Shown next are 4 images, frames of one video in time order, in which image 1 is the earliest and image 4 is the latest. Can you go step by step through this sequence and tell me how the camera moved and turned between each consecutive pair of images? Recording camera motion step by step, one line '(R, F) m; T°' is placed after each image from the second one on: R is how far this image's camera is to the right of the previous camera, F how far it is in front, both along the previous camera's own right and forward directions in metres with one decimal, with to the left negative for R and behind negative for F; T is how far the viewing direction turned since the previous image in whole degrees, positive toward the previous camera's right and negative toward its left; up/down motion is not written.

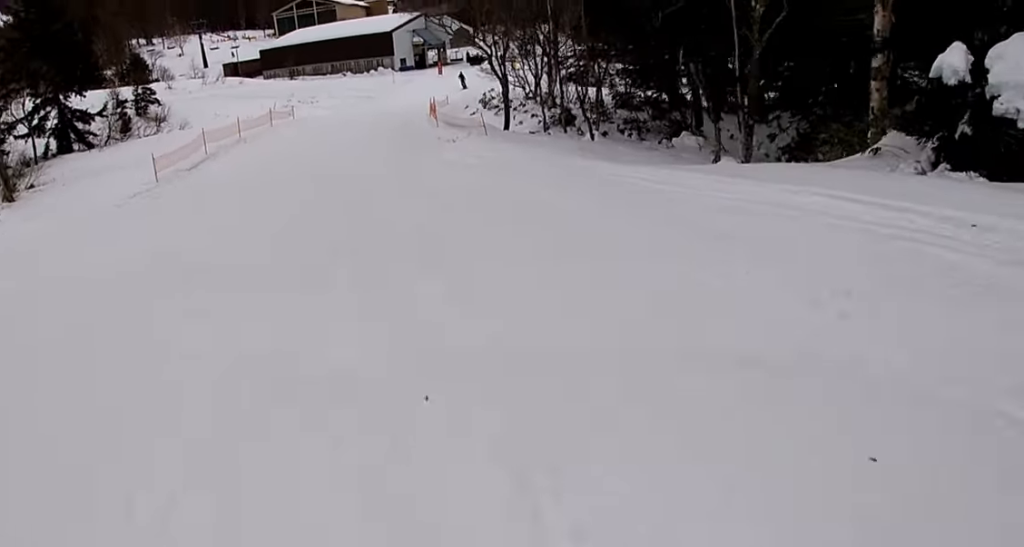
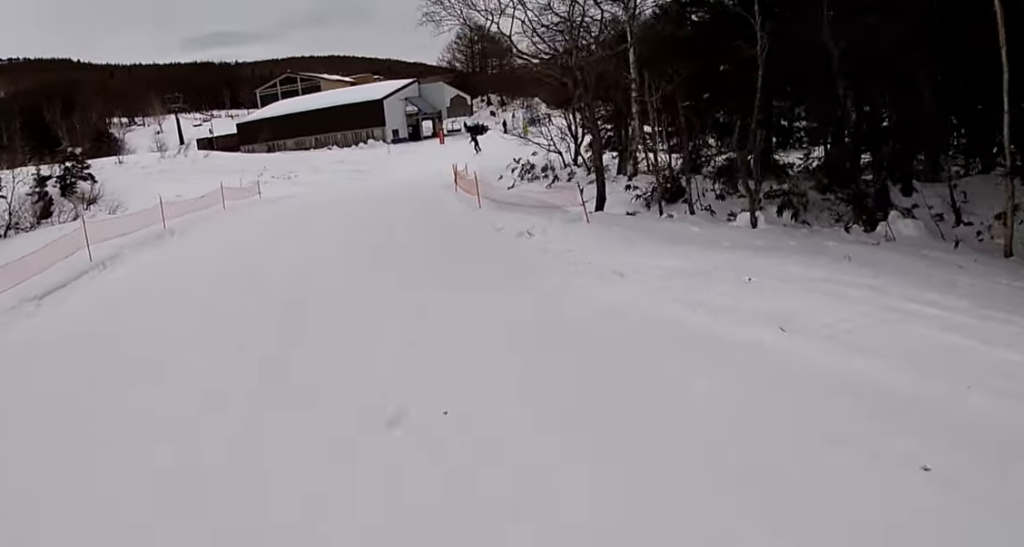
(0.0, +11.5) m; 0°
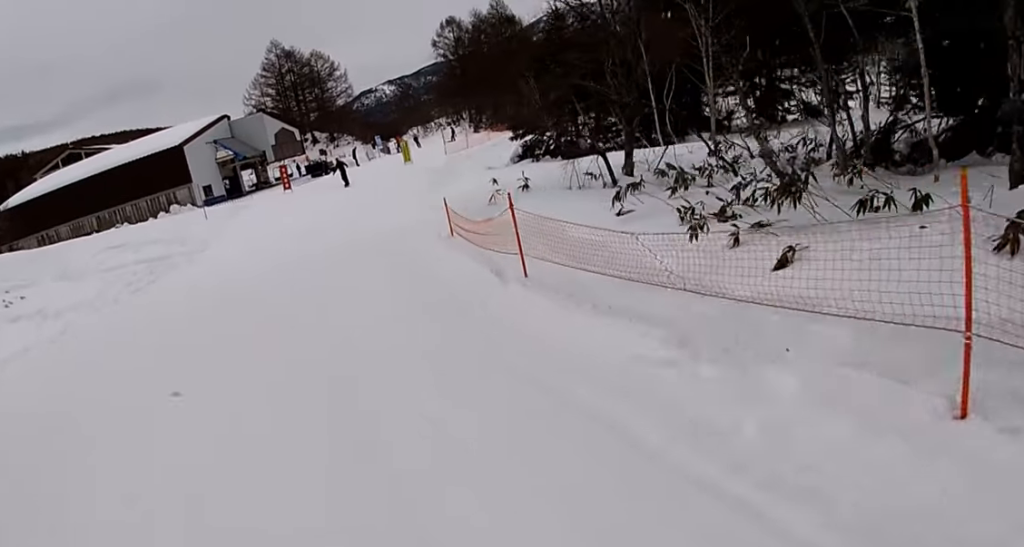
(+0.9, +20.5) m; +9°
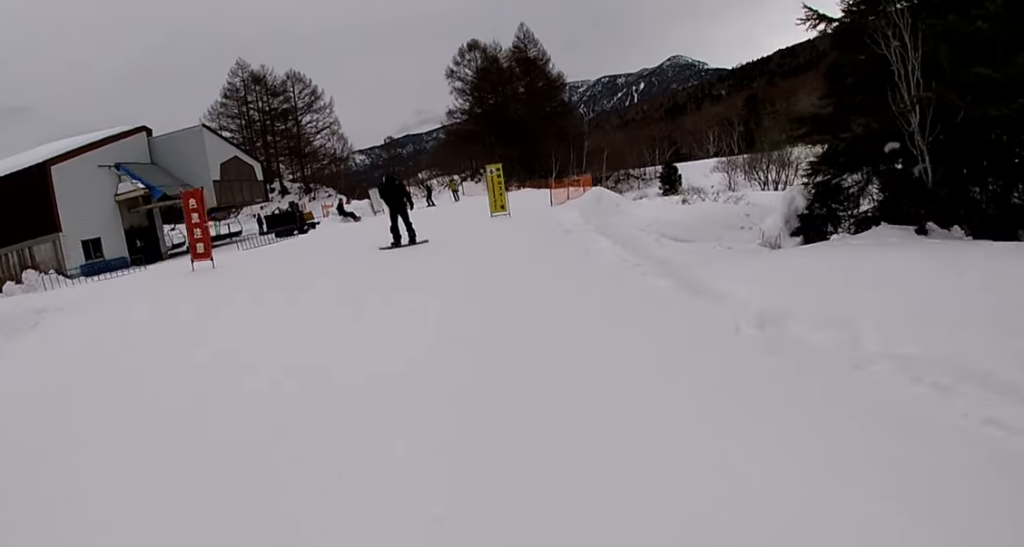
(+1.2, +21.6) m; +9°
